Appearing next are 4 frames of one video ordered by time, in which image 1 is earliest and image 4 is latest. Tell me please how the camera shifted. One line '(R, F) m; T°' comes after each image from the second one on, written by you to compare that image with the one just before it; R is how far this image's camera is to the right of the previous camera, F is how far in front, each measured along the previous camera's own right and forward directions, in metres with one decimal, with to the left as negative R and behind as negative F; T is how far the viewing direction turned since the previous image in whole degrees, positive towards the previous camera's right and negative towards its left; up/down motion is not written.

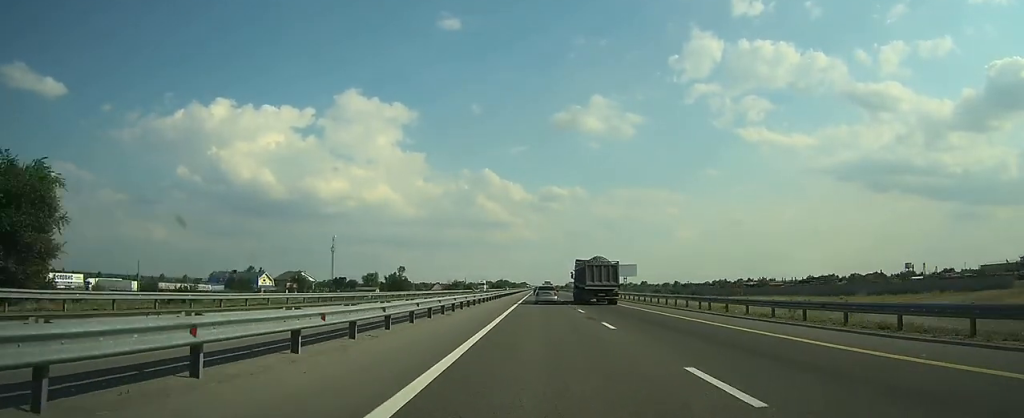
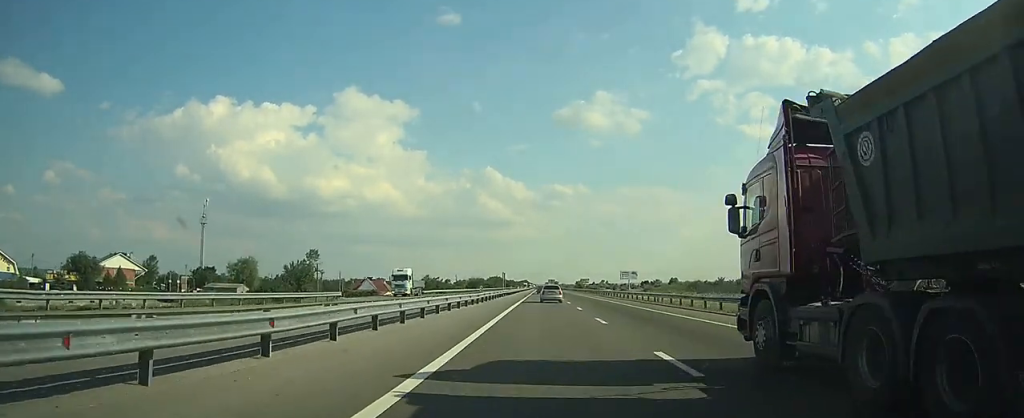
(+0.3, +116.5) m; 0°
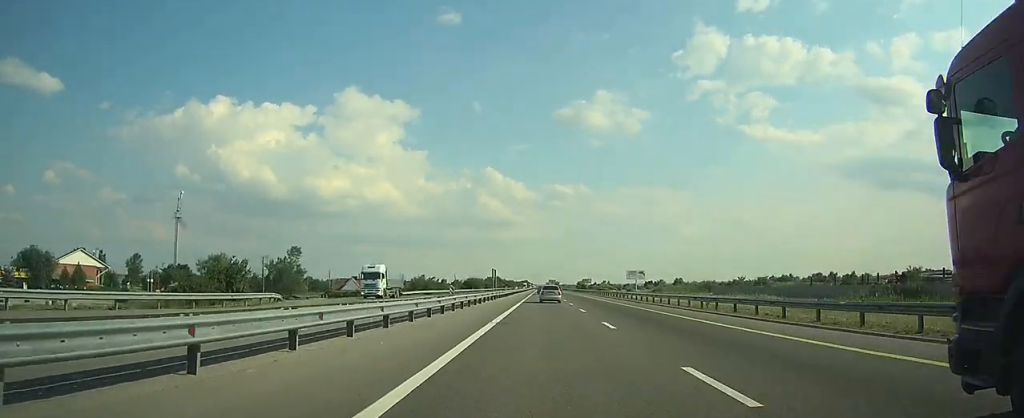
(0.0, +14.0) m; 0°
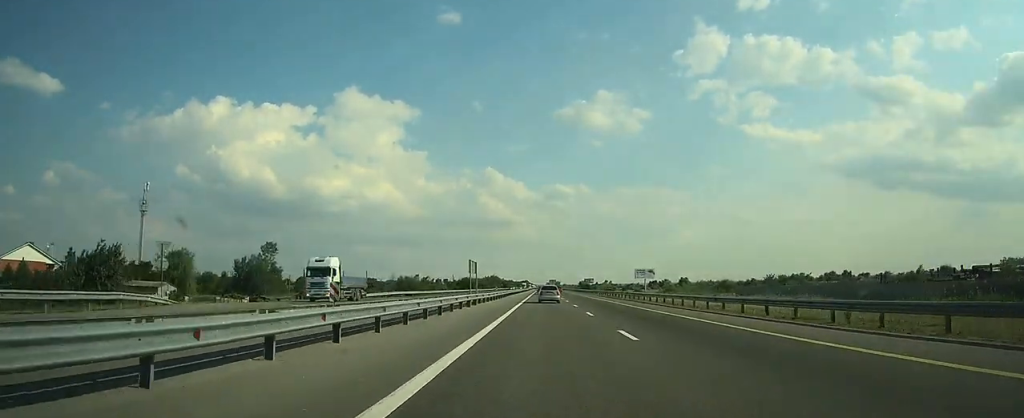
(0.0, +15.9) m; 0°
